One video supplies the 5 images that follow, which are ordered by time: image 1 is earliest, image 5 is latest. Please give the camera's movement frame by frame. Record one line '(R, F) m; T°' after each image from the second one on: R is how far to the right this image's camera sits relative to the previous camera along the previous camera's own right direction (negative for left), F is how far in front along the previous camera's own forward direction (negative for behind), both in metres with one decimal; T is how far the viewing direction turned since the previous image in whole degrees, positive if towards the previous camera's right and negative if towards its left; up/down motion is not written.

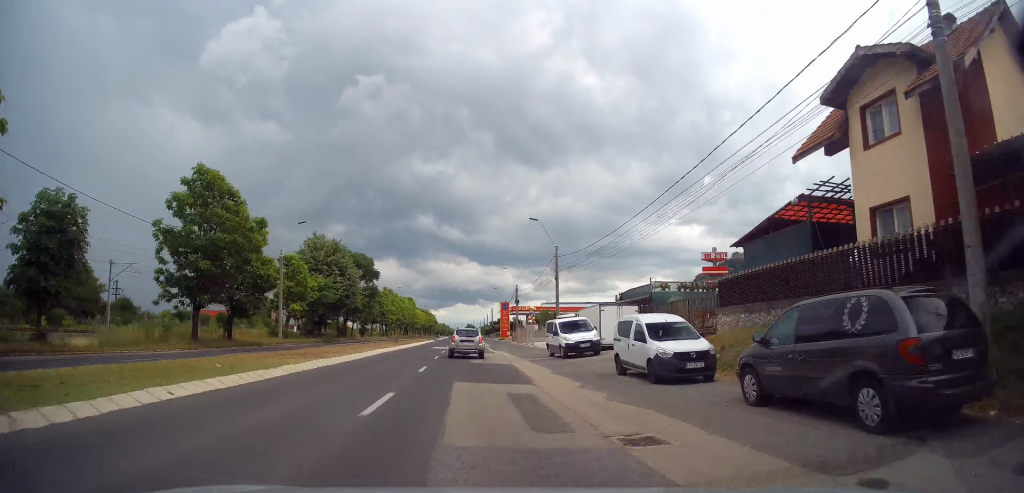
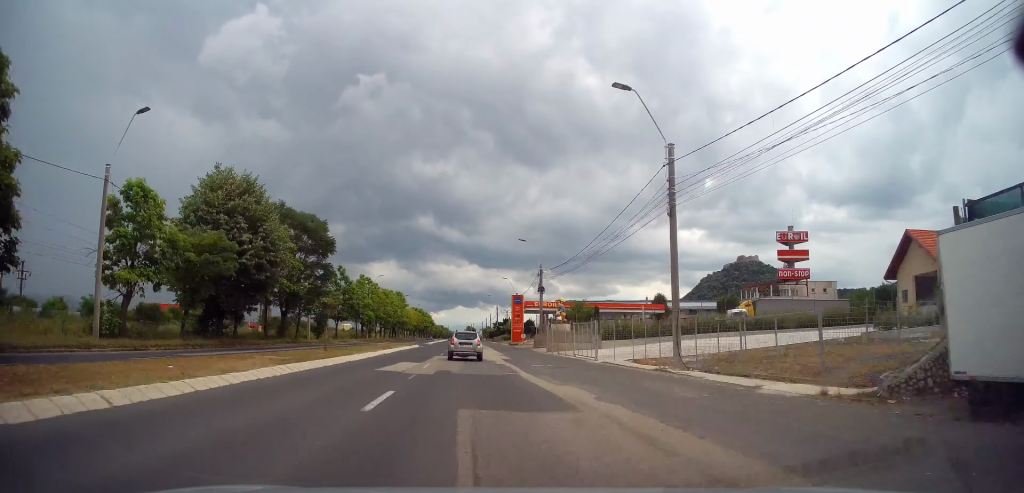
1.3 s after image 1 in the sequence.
(+0.5, +27.0) m; 0°
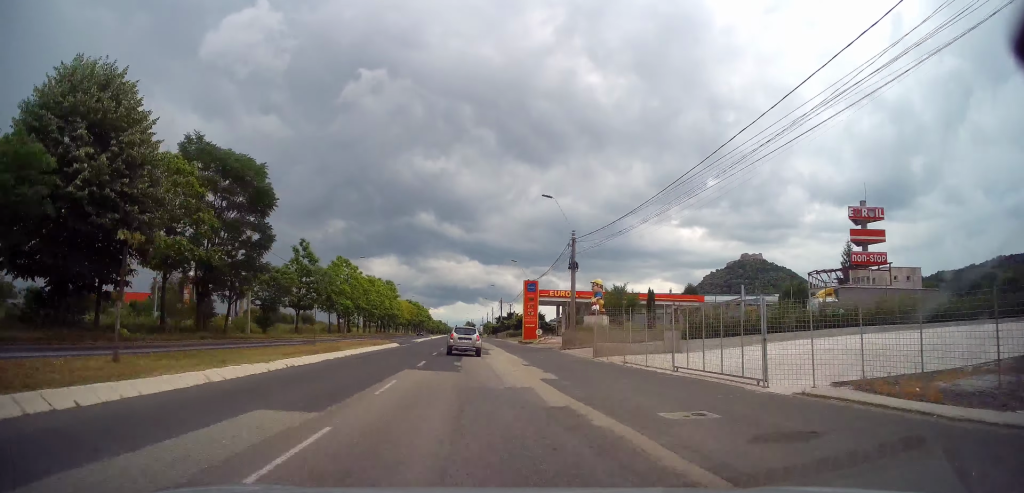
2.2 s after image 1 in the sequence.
(-0.4, +17.1) m; -1°
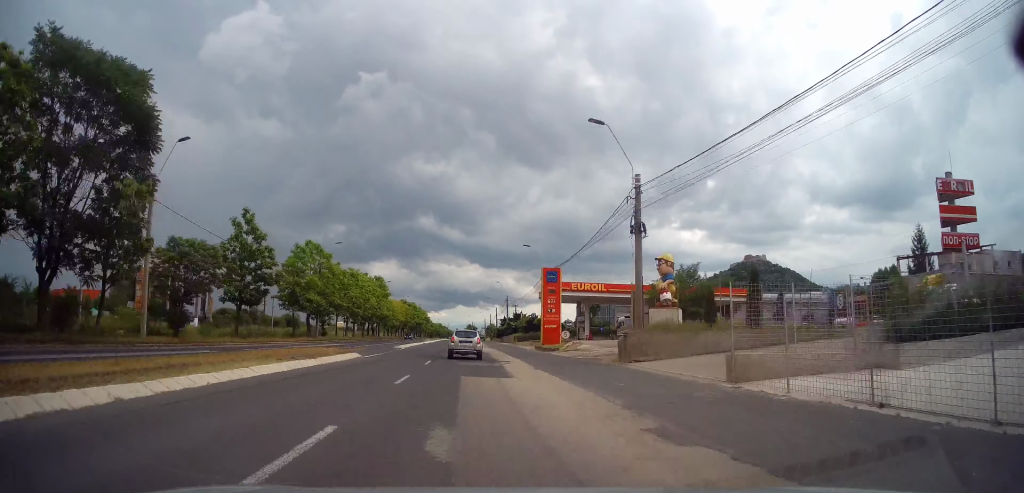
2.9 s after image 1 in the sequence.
(0.0, +15.2) m; 0°
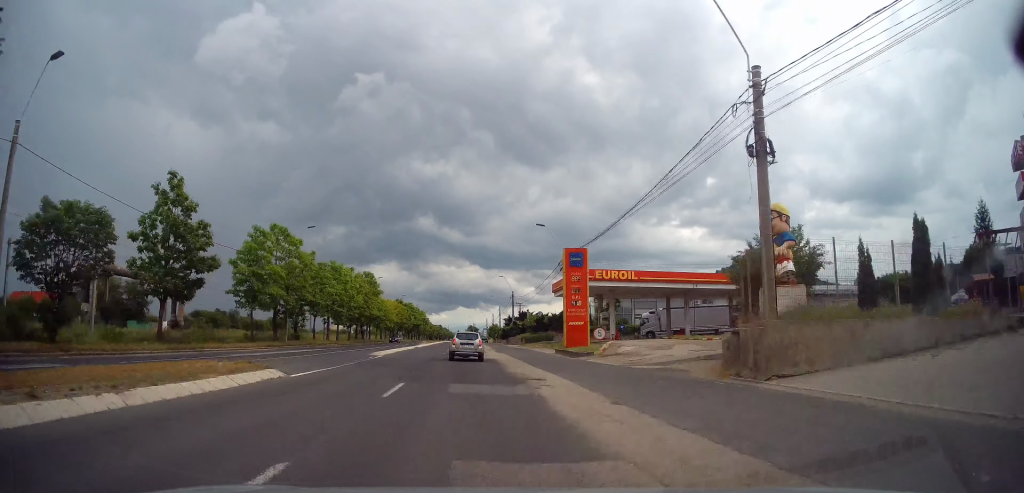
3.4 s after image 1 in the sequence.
(+0.1, +11.1) m; 0°
